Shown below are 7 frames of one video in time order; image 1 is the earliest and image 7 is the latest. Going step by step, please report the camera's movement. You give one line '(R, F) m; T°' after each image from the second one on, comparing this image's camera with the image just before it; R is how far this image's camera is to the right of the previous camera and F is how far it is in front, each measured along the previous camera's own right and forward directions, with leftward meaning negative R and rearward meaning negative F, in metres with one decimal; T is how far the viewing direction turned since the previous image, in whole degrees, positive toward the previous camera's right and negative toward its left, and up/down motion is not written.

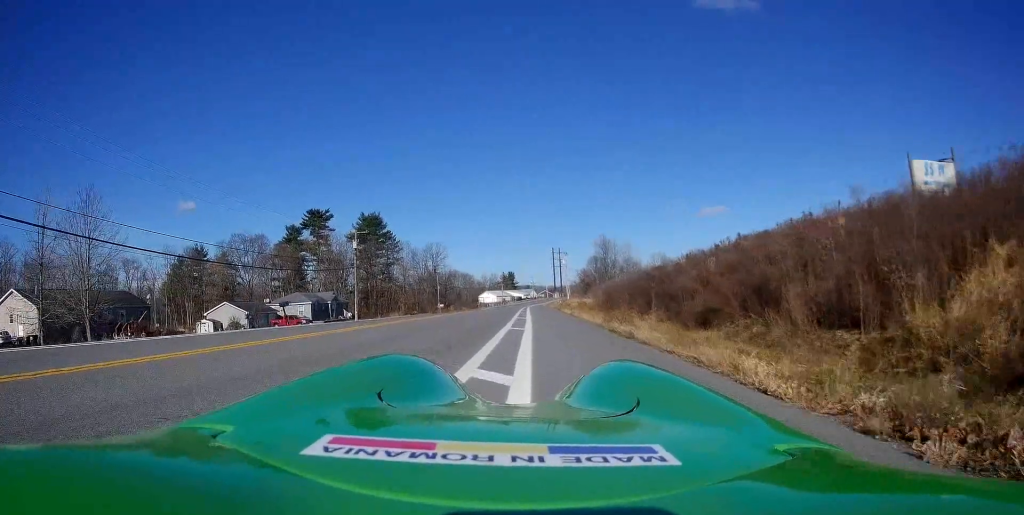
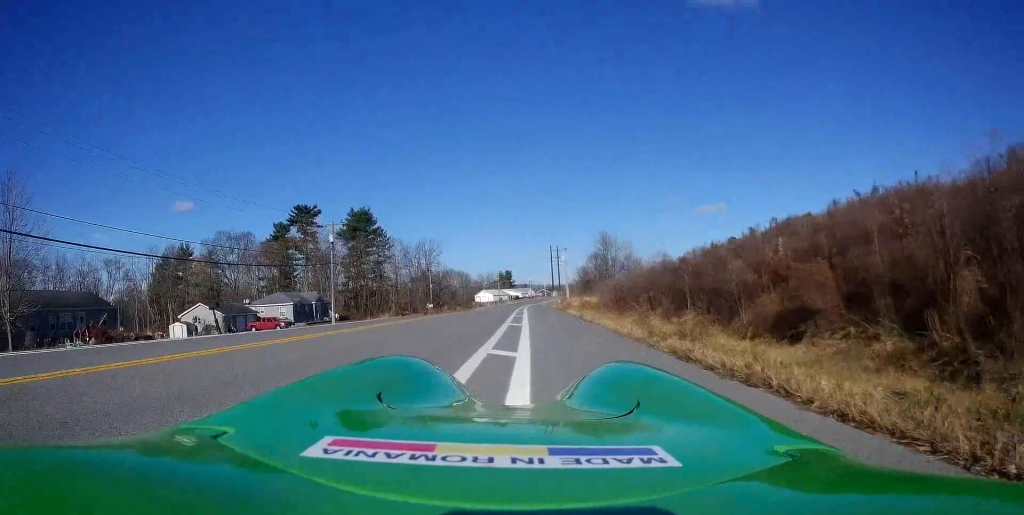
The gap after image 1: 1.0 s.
(+0.1, +6.9) m; +1°
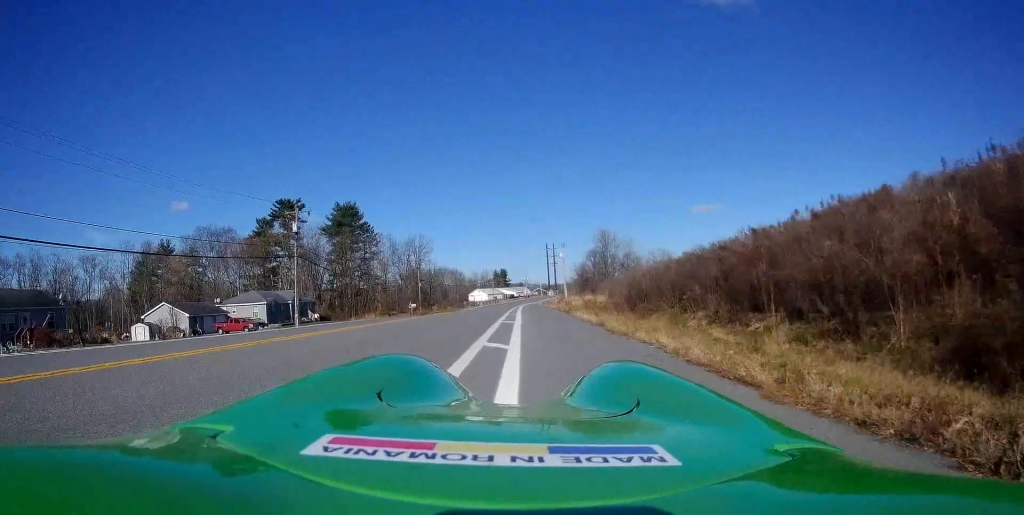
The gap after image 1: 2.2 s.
(0.0, +8.1) m; 0°
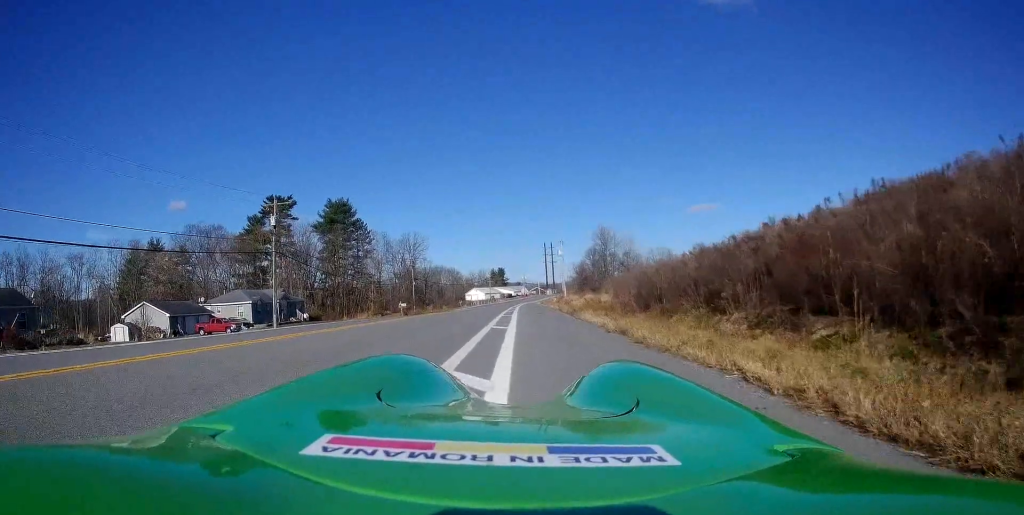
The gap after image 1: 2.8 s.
(0.0, +4.1) m; 0°
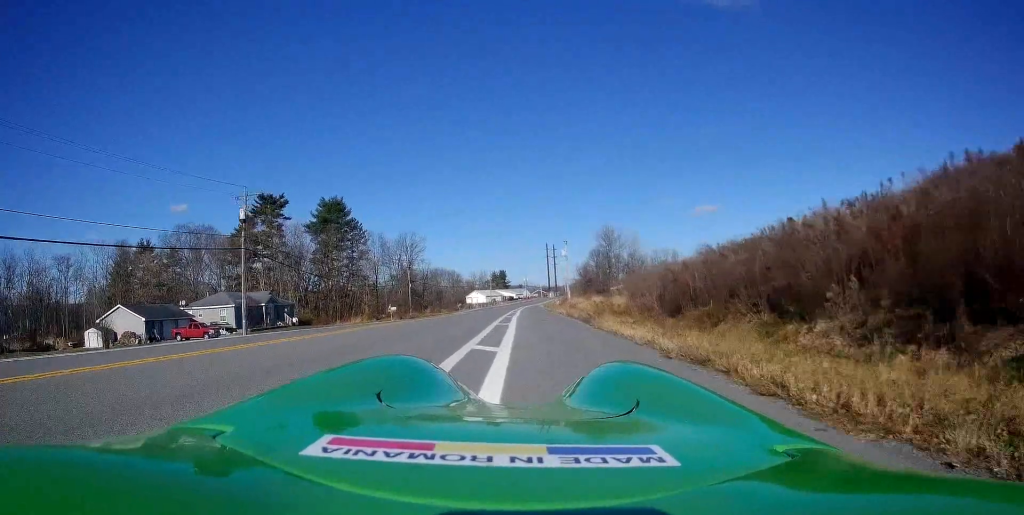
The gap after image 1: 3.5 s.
(0.0, +5.3) m; 0°
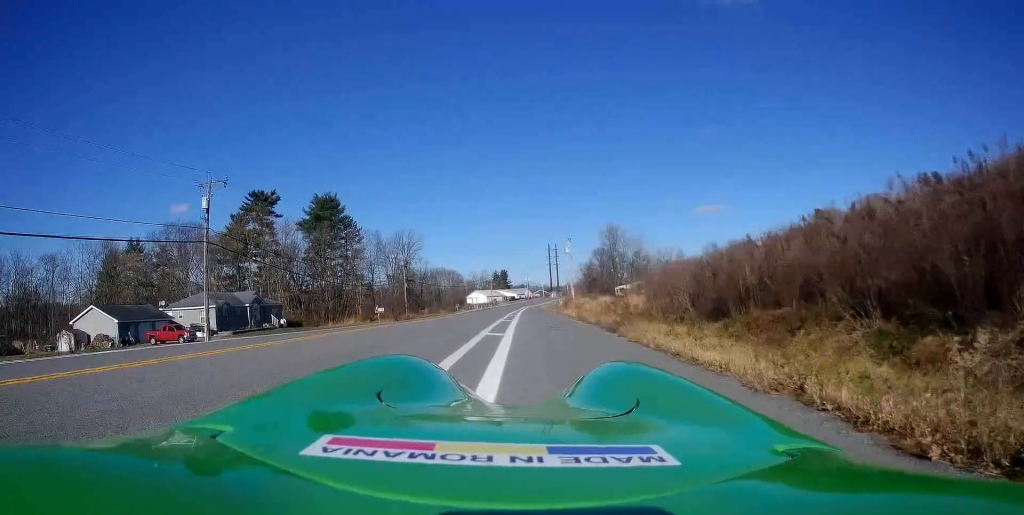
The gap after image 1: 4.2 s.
(0.0, +5.3) m; 0°
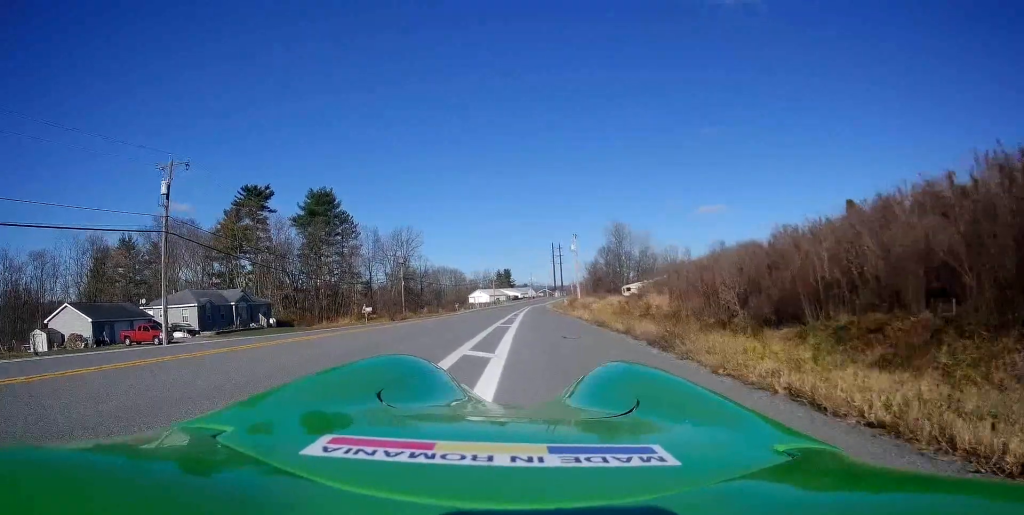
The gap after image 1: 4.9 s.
(0.0, +4.8) m; 0°
